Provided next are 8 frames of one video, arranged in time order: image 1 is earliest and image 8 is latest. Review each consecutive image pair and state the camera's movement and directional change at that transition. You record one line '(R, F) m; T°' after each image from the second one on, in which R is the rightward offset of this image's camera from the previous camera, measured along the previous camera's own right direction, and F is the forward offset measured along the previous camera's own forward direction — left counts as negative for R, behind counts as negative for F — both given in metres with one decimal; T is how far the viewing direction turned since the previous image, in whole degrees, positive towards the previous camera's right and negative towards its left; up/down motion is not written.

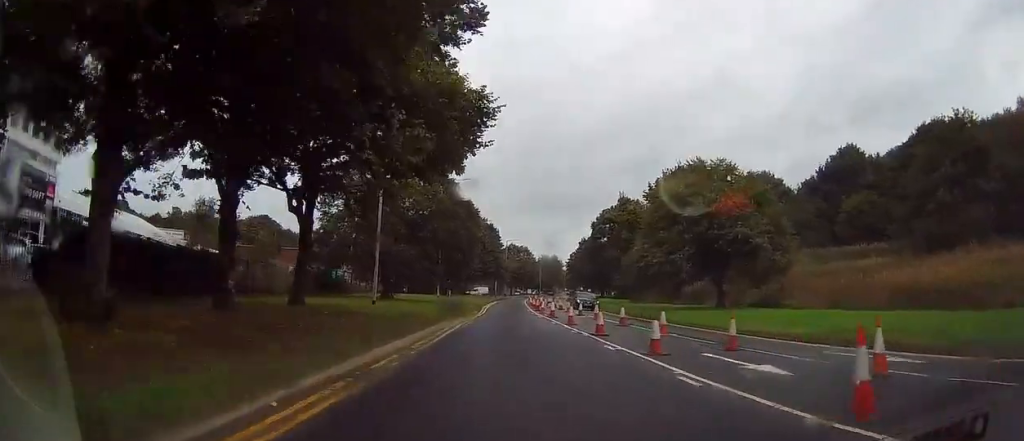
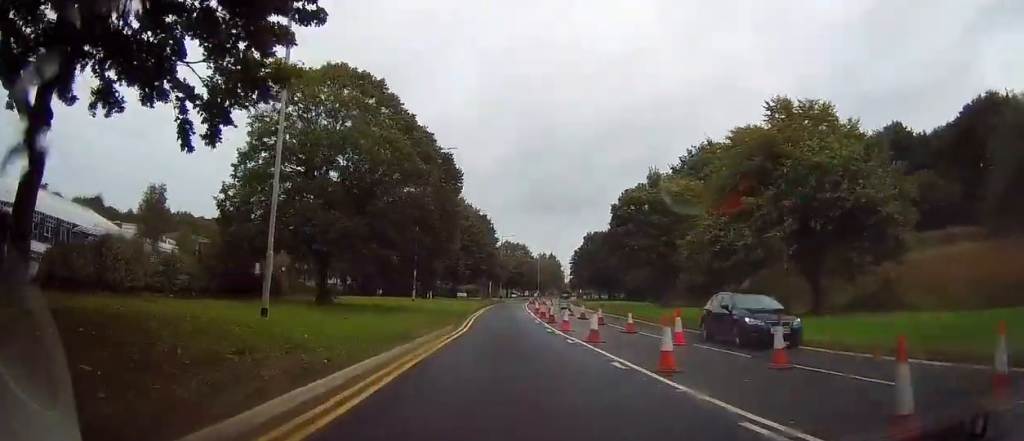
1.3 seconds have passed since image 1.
(0.0, +15.7) m; -2°
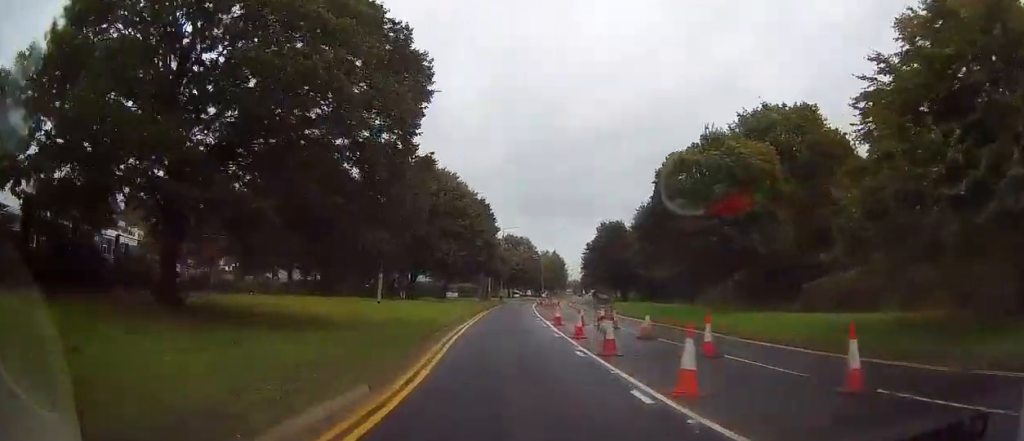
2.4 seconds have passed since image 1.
(-0.5, +15.1) m; -2°
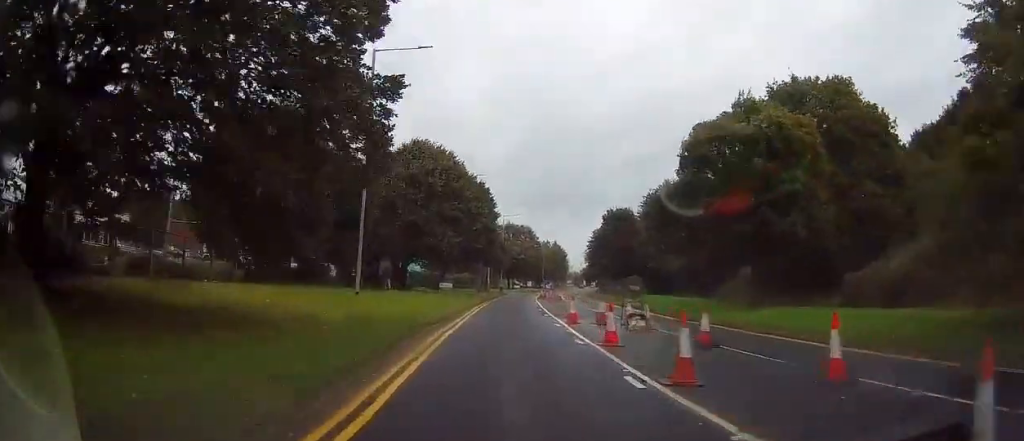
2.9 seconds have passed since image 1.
(0.0, +5.8) m; 0°
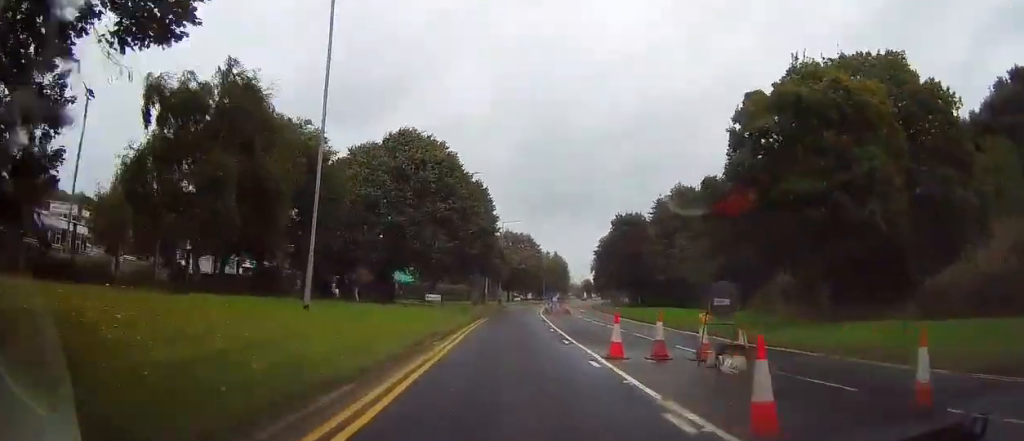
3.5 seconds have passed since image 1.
(0.0, +8.0) m; 0°
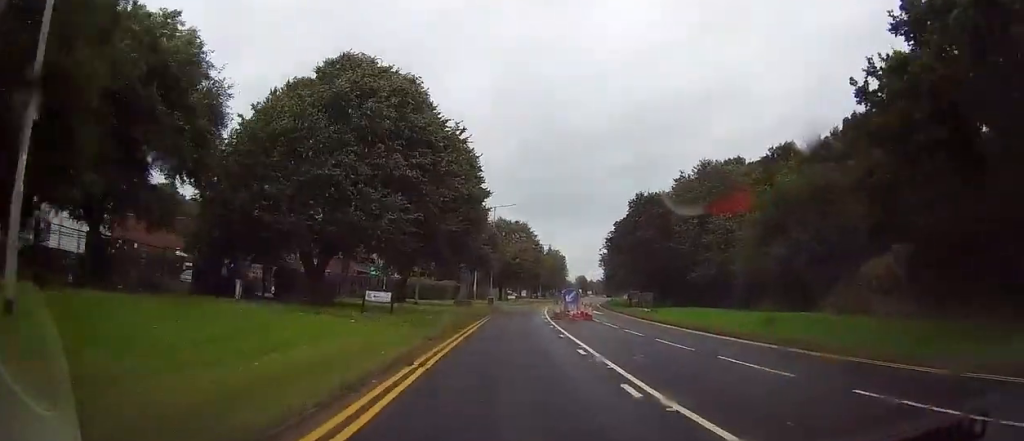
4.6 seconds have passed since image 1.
(0.0, +15.4) m; +1°
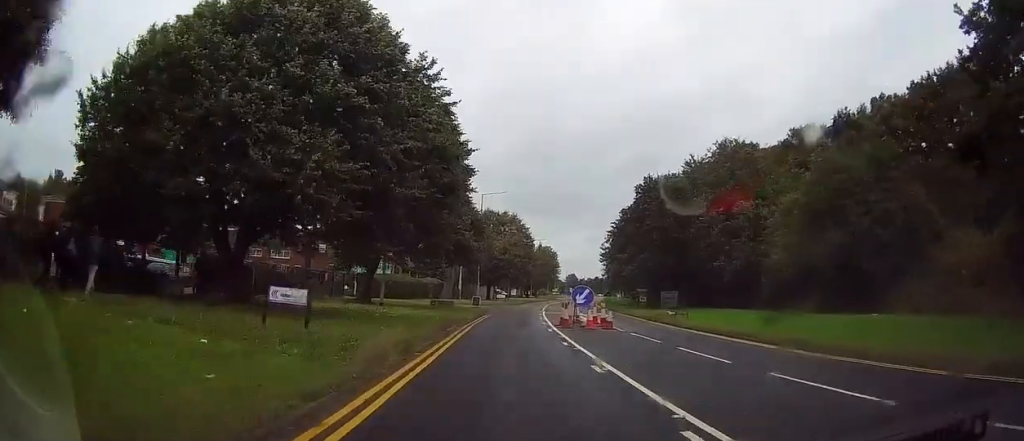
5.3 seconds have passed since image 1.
(-0.1, +9.1) m; +2°
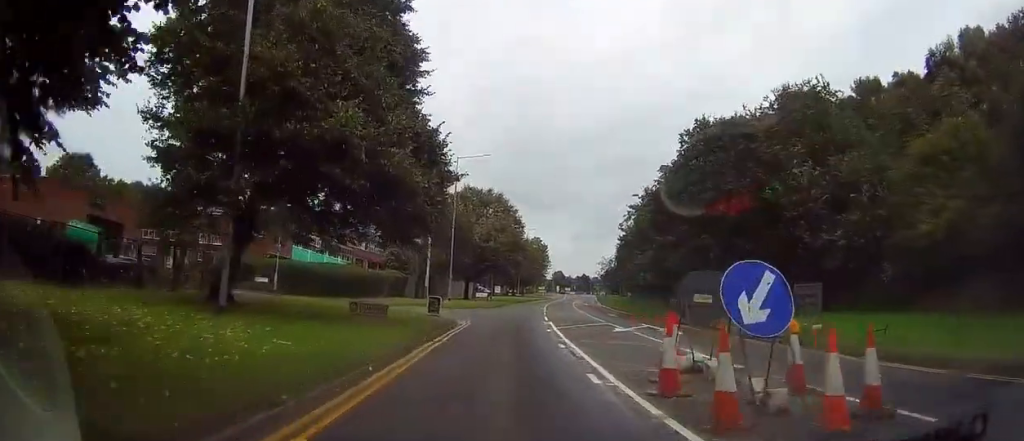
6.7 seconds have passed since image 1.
(+0.4, +19.4) m; 0°
